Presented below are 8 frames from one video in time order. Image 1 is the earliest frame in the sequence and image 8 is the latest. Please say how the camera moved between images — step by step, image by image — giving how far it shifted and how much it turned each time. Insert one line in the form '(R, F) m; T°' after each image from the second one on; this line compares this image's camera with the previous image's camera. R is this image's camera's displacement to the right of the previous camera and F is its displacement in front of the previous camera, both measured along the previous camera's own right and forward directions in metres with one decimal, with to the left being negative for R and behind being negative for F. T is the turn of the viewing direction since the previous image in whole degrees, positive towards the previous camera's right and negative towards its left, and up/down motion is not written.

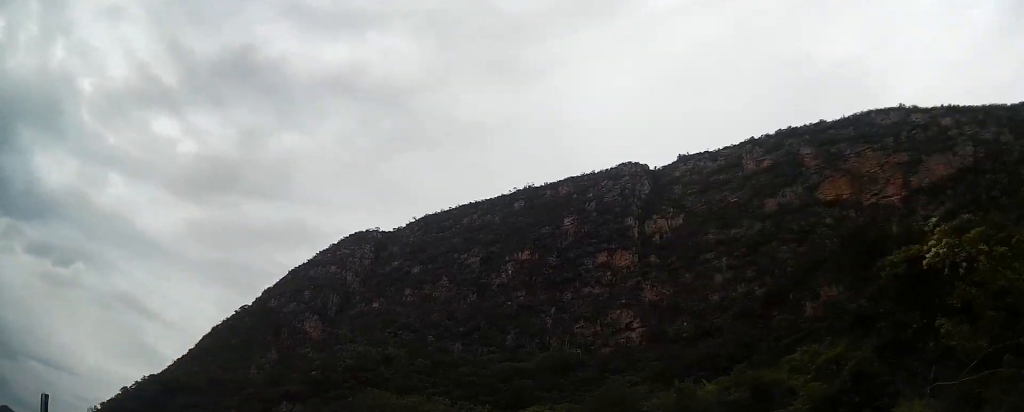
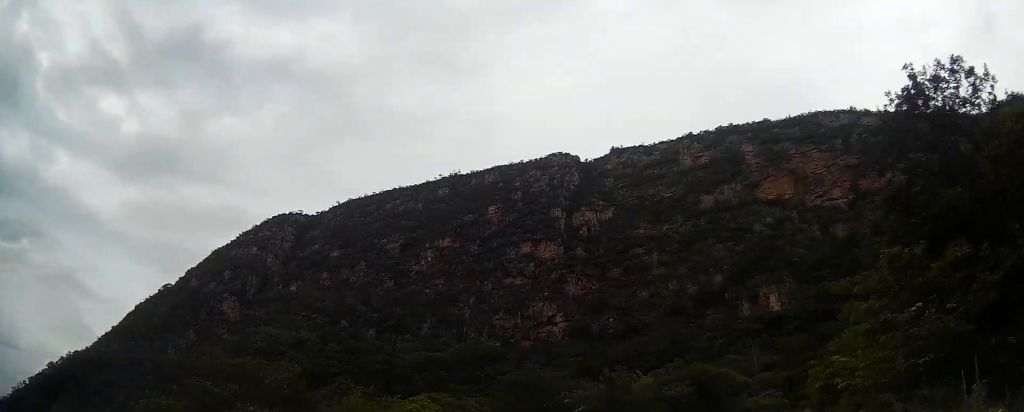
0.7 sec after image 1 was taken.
(+1.2, +13.3) m; +7°
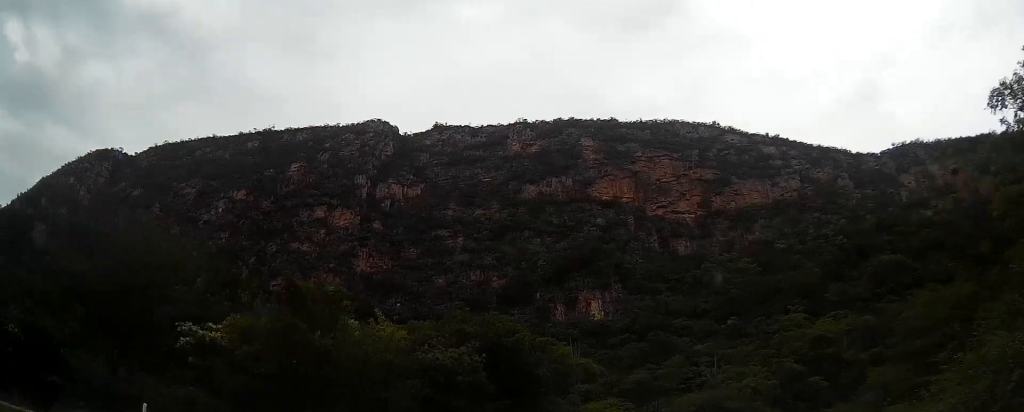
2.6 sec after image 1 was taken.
(+5.4, +35.1) m; +19°
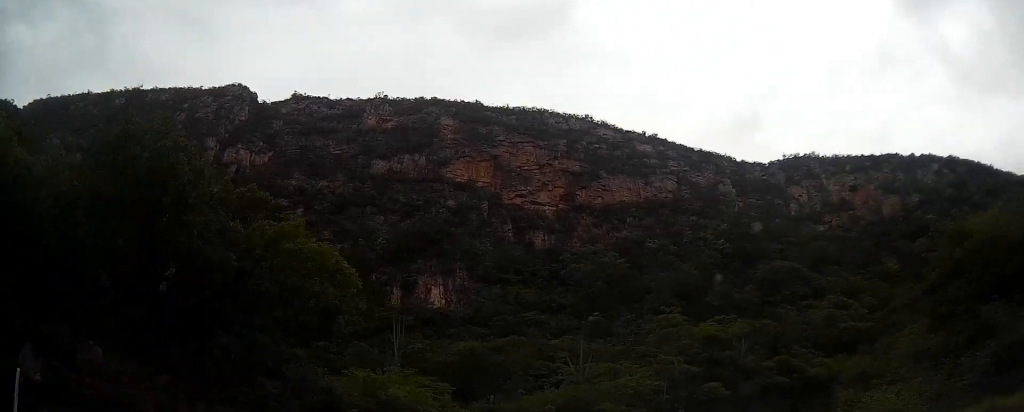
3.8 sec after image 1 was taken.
(+2.5, +22.5) m; +14°
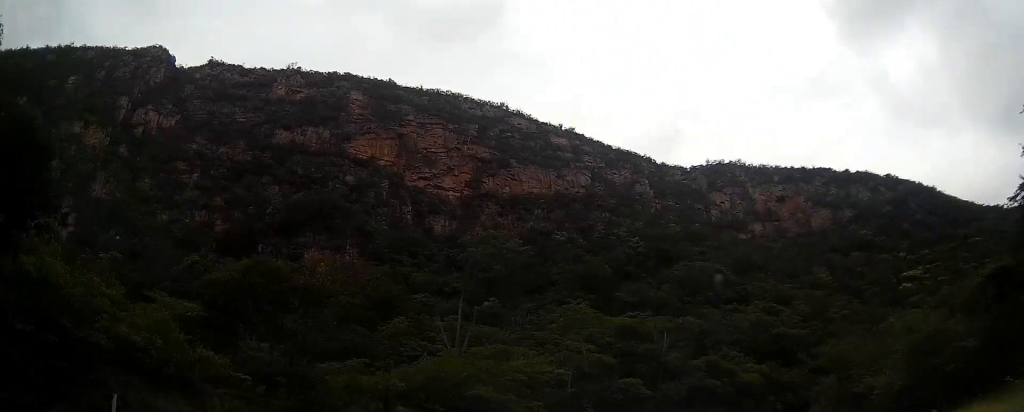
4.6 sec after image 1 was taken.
(+1.5, +15.2) m; +9°
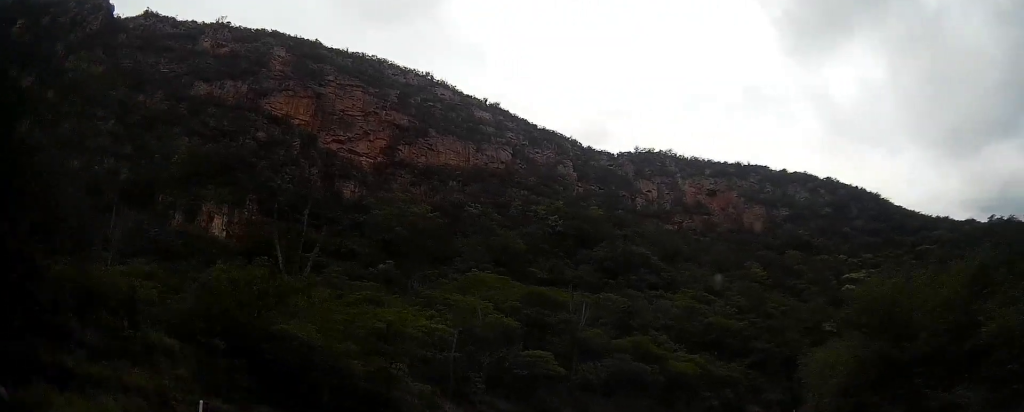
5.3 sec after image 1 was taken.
(+0.8, +13.1) m; +7°
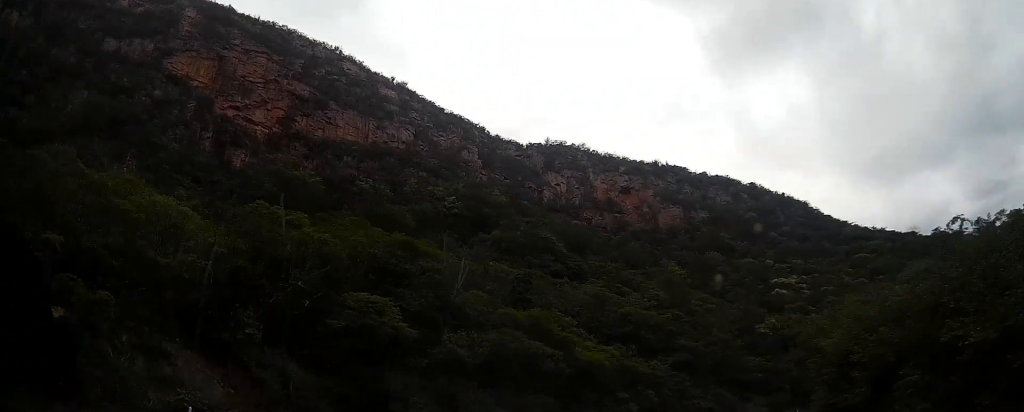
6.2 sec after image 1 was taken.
(+1.2, +17.7) m; +11°
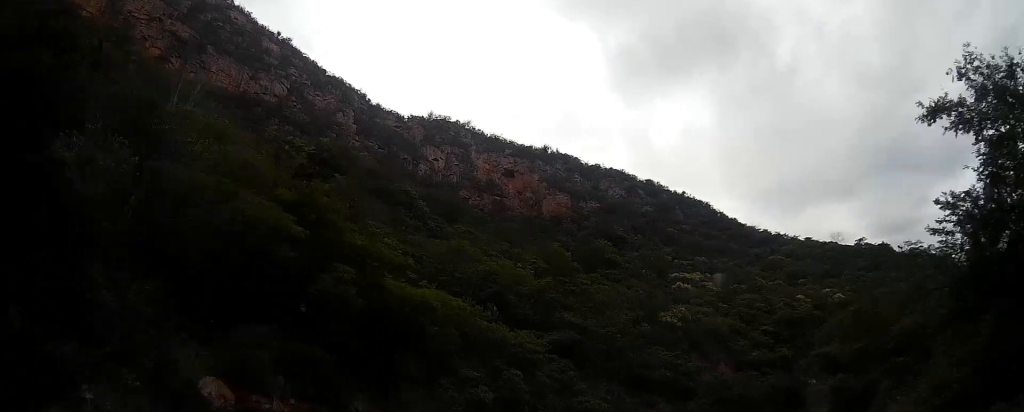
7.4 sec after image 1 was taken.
(+3.3, +23.8) m; +12°
